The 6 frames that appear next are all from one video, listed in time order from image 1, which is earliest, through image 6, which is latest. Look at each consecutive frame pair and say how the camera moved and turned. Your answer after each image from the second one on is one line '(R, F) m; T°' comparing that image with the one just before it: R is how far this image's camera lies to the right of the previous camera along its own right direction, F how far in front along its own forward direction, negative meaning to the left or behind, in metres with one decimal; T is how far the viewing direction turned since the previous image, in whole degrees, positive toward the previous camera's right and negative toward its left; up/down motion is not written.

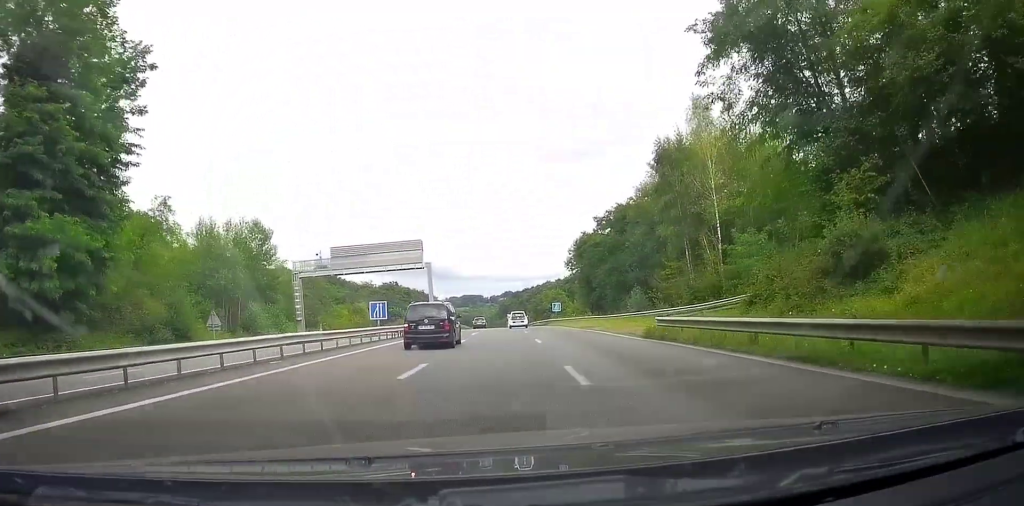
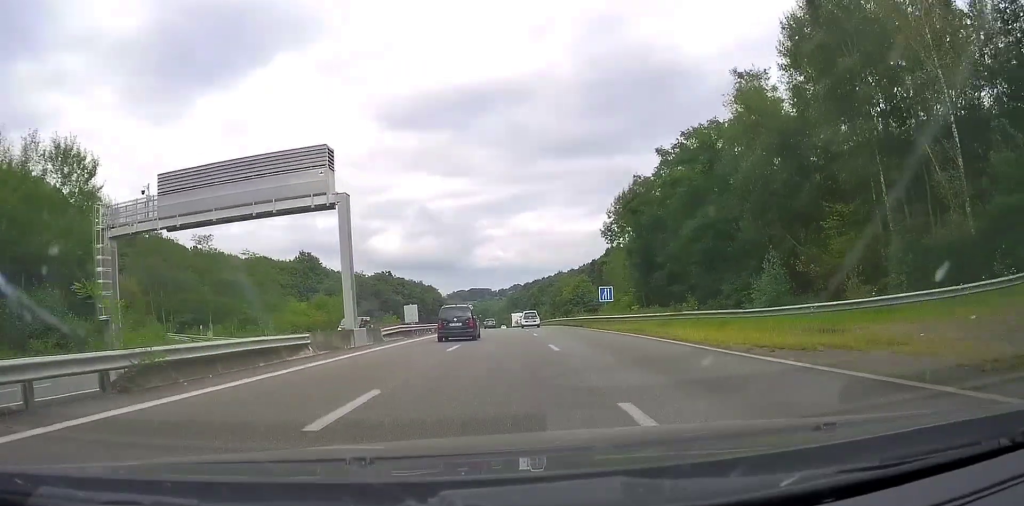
(-0.3, +30.0) m; -2°
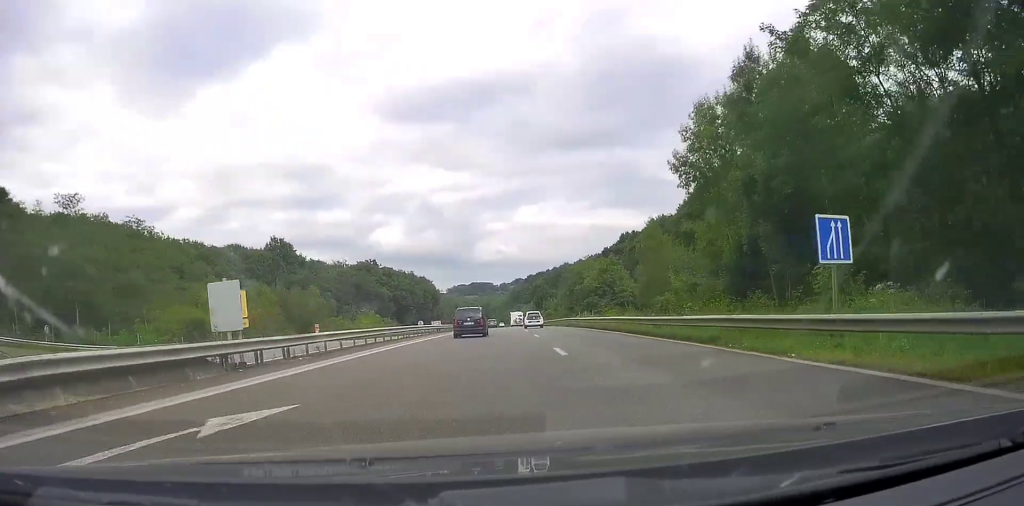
(-0.4, +26.9) m; 0°
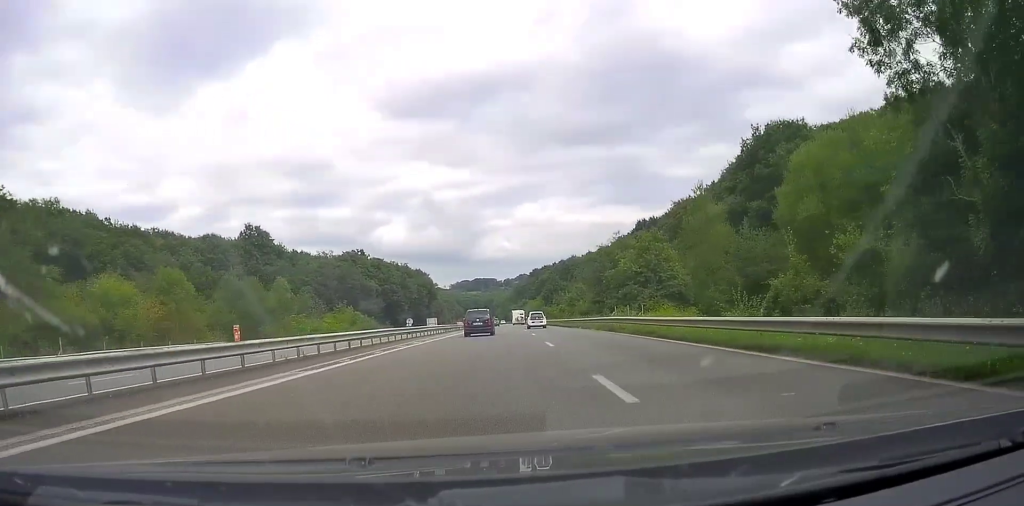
(+0.2, +21.0) m; +1°
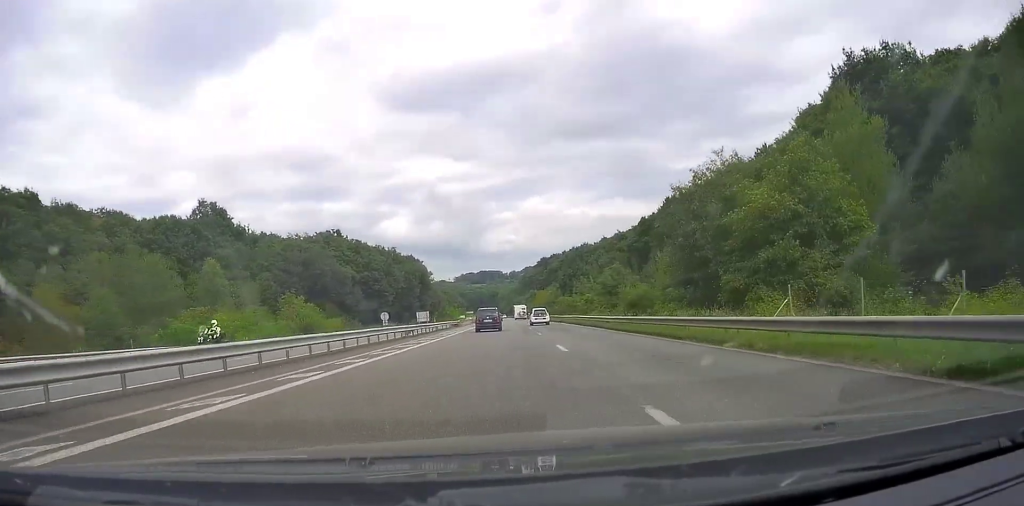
(-0.2, +29.2) m; -1°
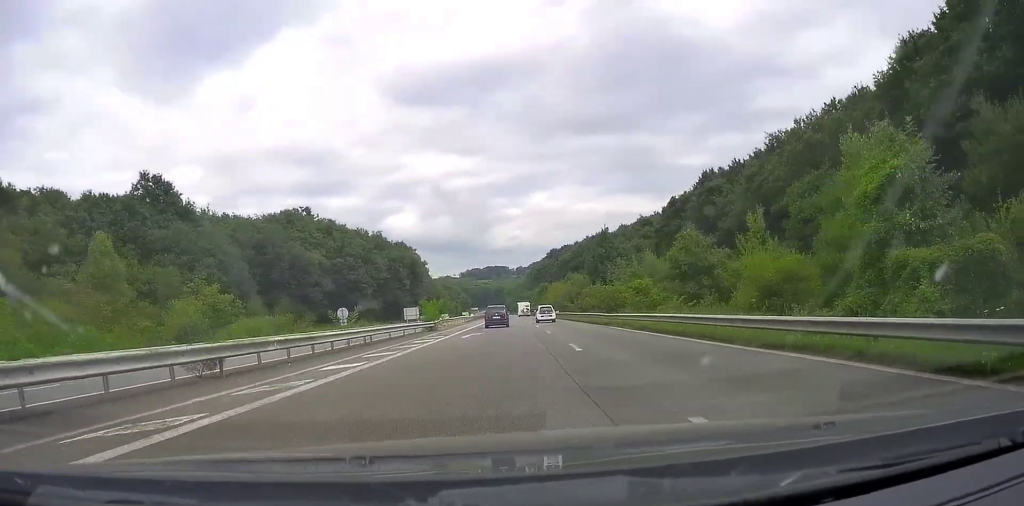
(-0.5, +26.5) m; -1°
